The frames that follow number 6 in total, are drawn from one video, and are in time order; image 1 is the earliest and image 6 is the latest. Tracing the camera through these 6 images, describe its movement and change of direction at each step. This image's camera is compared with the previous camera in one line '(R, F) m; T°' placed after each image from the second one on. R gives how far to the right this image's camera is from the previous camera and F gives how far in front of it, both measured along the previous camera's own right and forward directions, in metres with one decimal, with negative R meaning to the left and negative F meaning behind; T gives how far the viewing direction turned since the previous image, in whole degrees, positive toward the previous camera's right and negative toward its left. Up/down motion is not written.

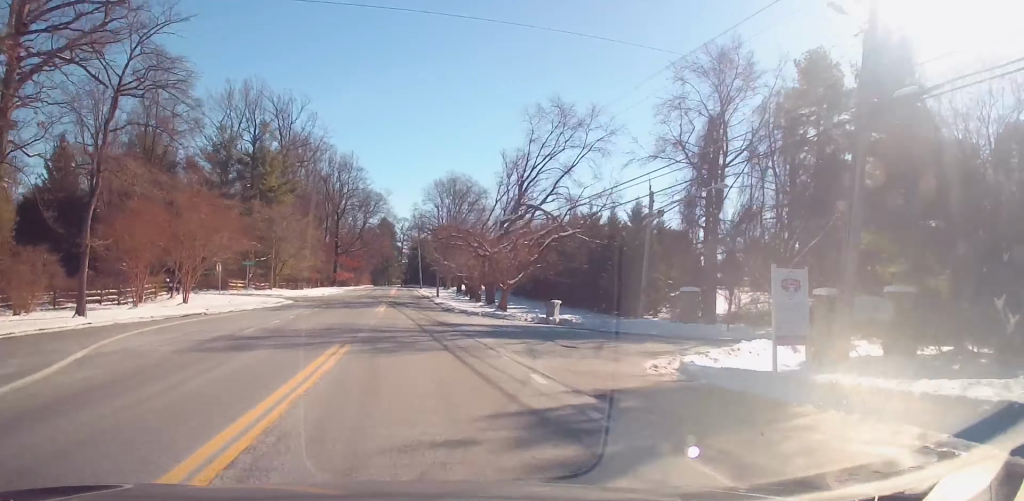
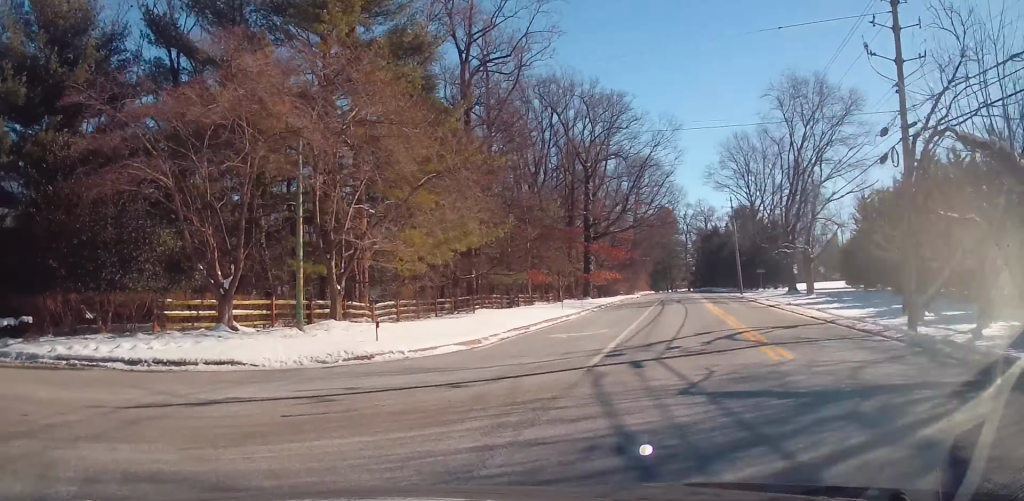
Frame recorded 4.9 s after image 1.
(-4.1, +54.5) m; -34°
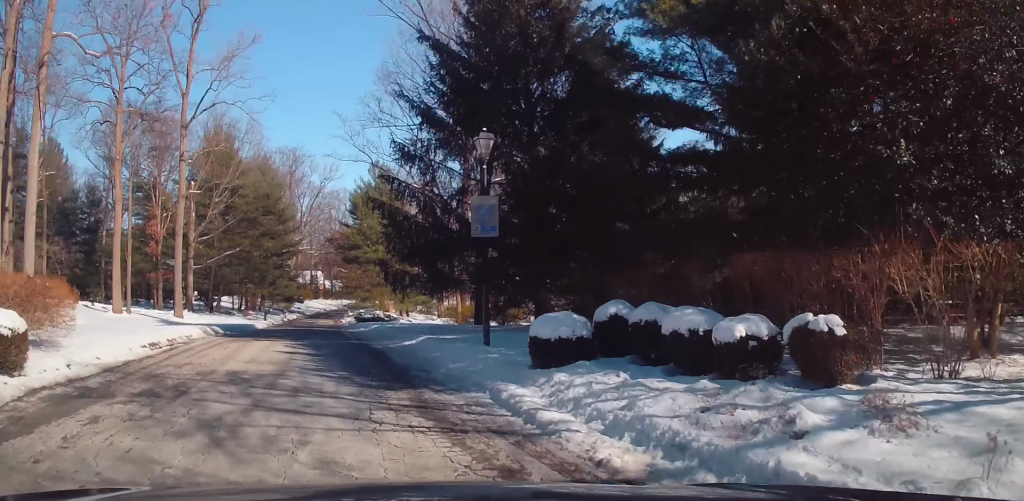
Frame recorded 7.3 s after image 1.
(-10.0, +15.8) m; -46°
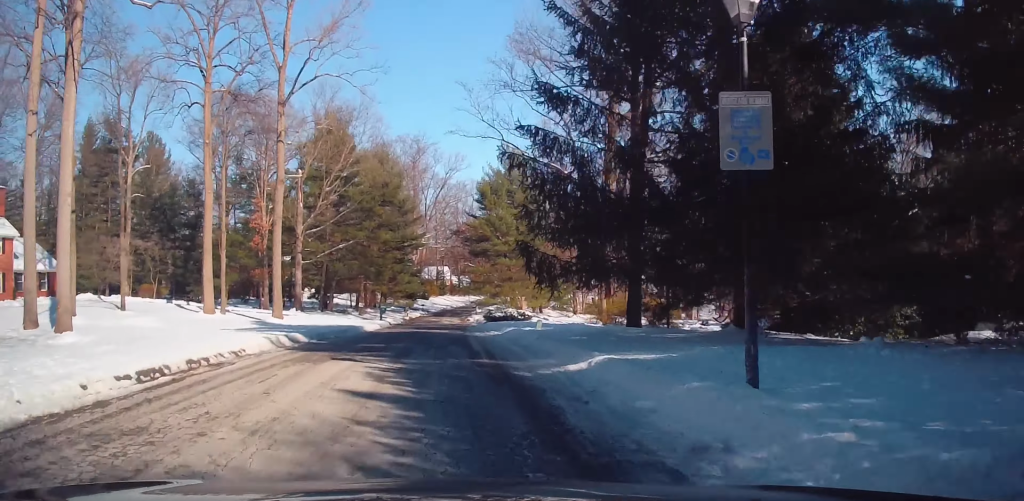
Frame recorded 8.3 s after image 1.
(-1.5, +7.9) m; -8°
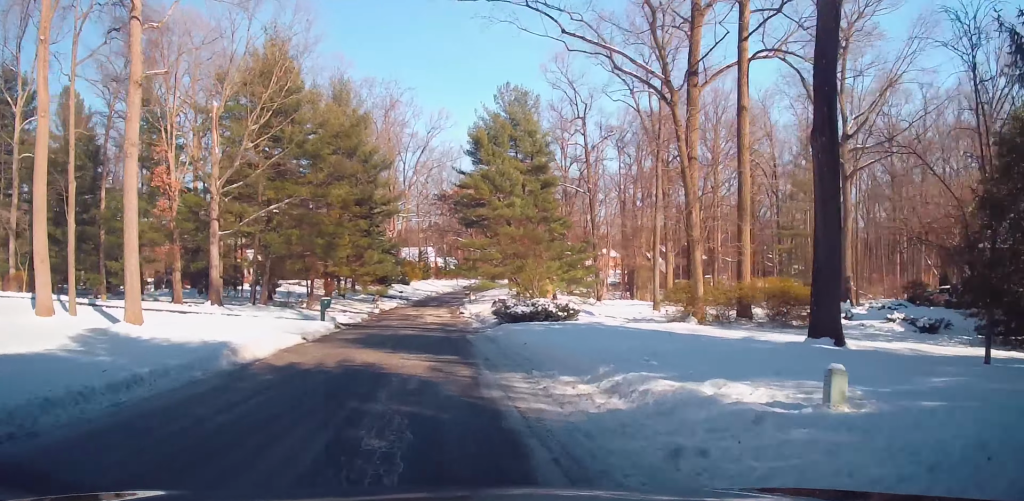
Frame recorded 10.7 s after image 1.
(-1.8, +20.5) m; -5°
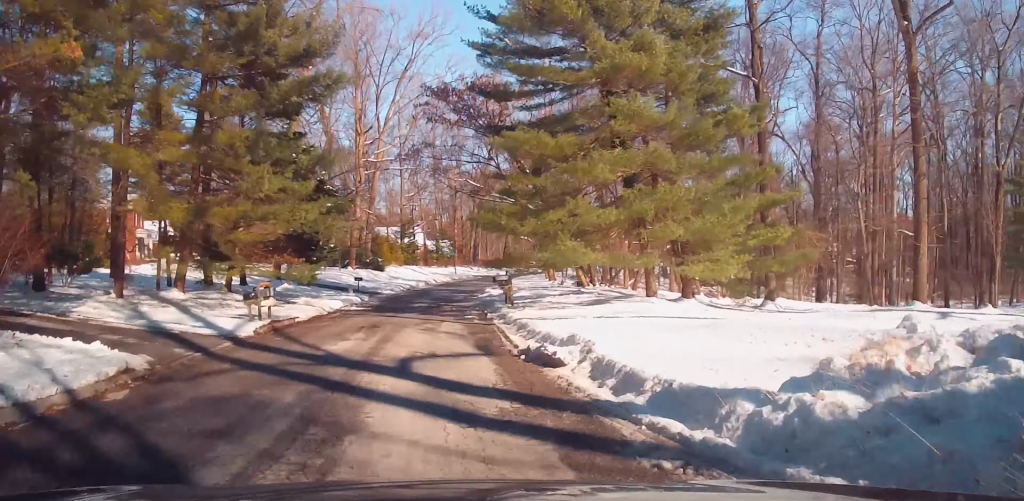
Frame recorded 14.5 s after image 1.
(-1.4, +36.3) m; -2°
